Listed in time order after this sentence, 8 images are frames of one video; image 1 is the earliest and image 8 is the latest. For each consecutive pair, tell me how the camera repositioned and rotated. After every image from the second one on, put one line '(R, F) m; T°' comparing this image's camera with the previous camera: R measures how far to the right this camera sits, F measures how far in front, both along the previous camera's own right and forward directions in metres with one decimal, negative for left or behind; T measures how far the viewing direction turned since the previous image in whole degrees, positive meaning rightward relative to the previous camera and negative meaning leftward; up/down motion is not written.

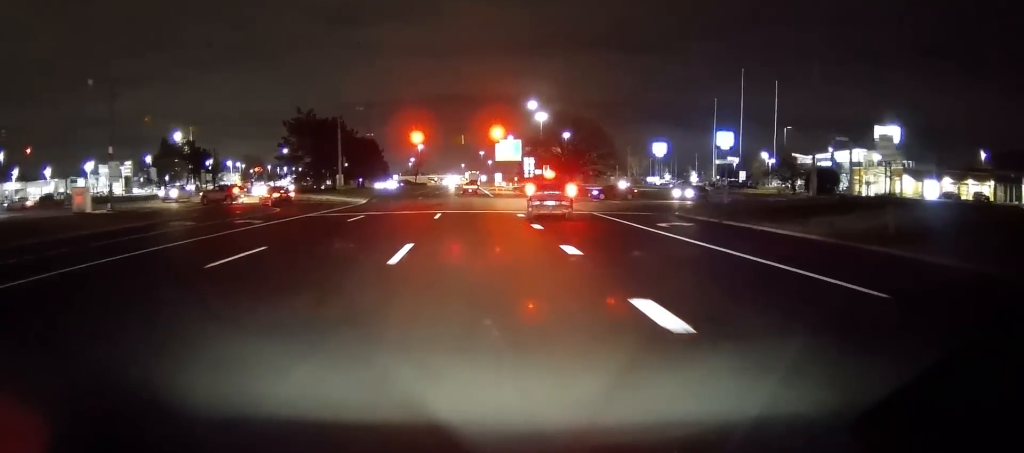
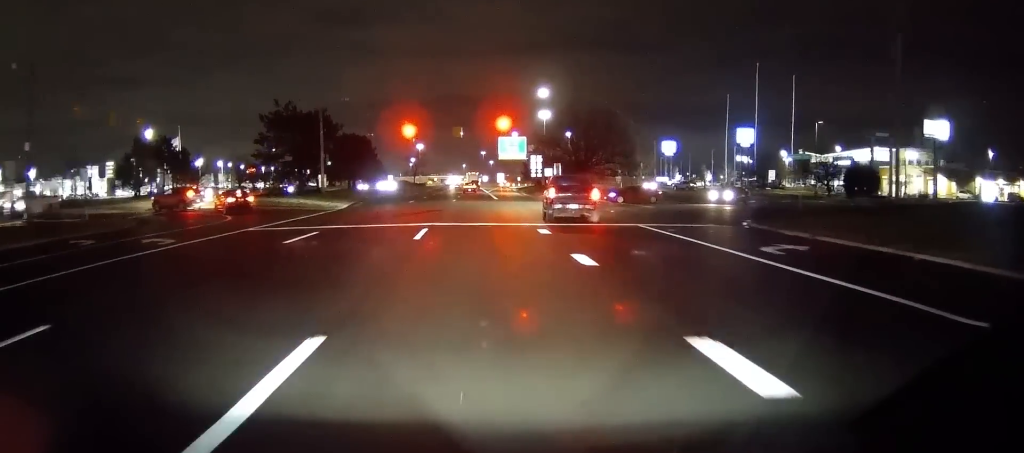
(0.0, +8.5) m; 0°
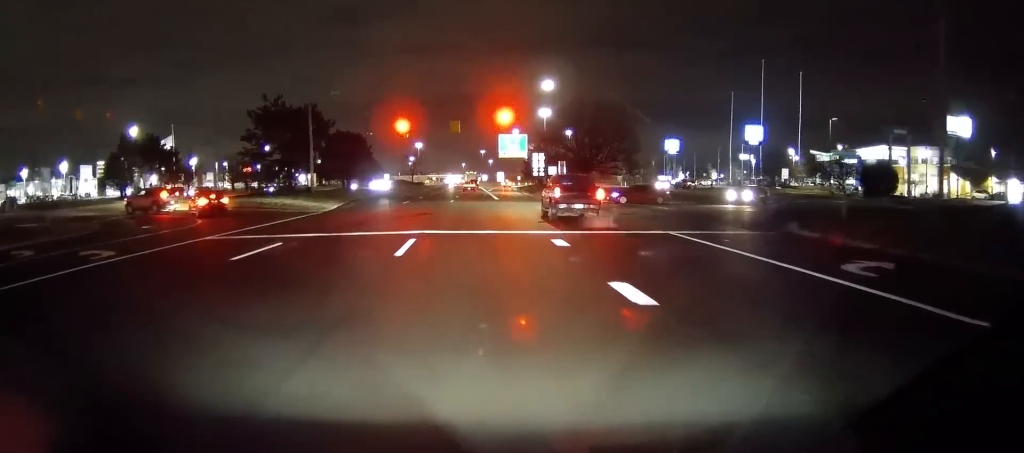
(0.0, +3.9) m; 0°
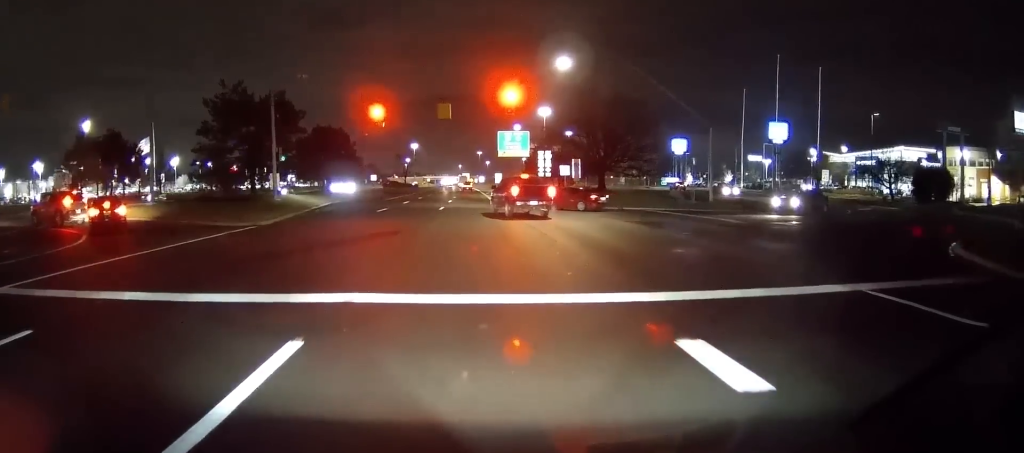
(-0.2, +10.1) m; 0°
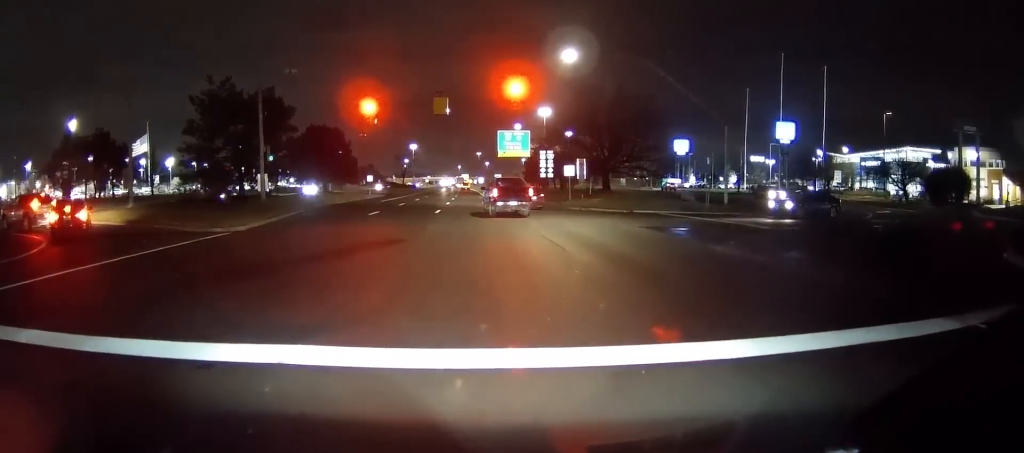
(+0.1, +2.4) m; +3°
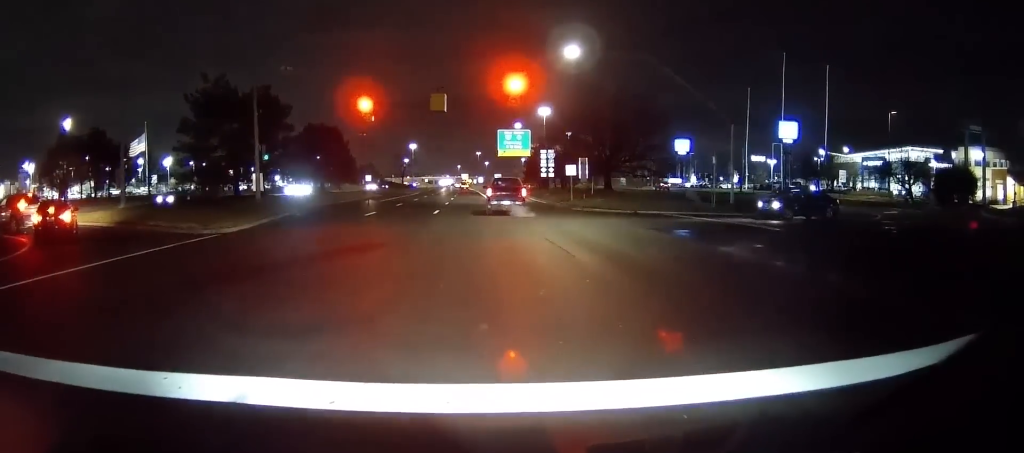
(0.0, +0.6) m; 0°
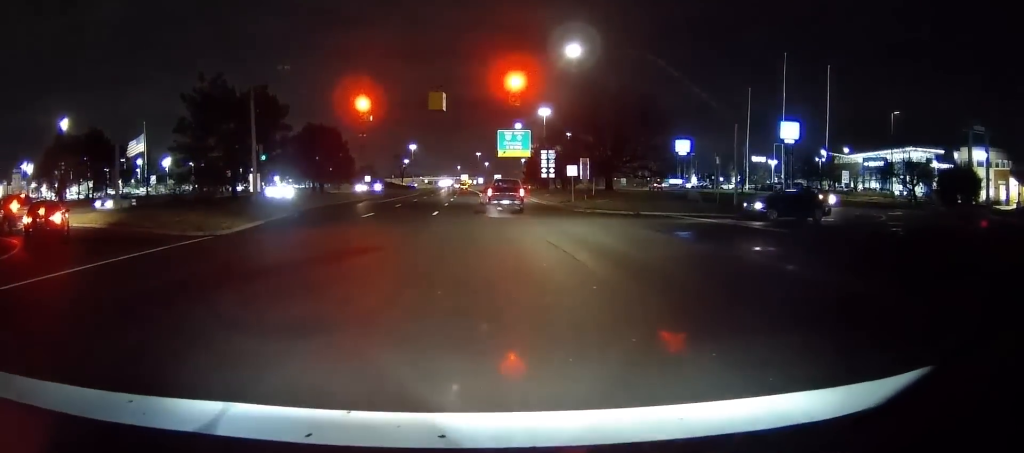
(0.0, +0.4) m; 0°
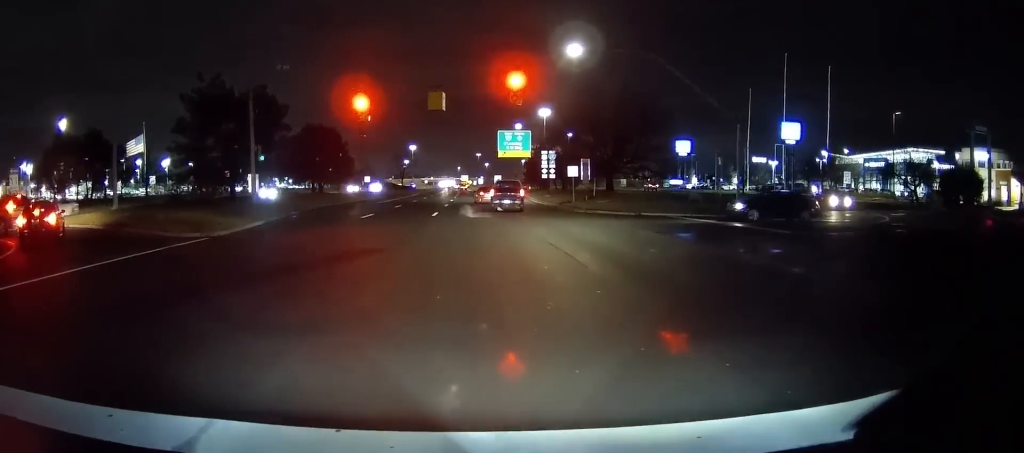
(0.0, +0.1) m; 0°
